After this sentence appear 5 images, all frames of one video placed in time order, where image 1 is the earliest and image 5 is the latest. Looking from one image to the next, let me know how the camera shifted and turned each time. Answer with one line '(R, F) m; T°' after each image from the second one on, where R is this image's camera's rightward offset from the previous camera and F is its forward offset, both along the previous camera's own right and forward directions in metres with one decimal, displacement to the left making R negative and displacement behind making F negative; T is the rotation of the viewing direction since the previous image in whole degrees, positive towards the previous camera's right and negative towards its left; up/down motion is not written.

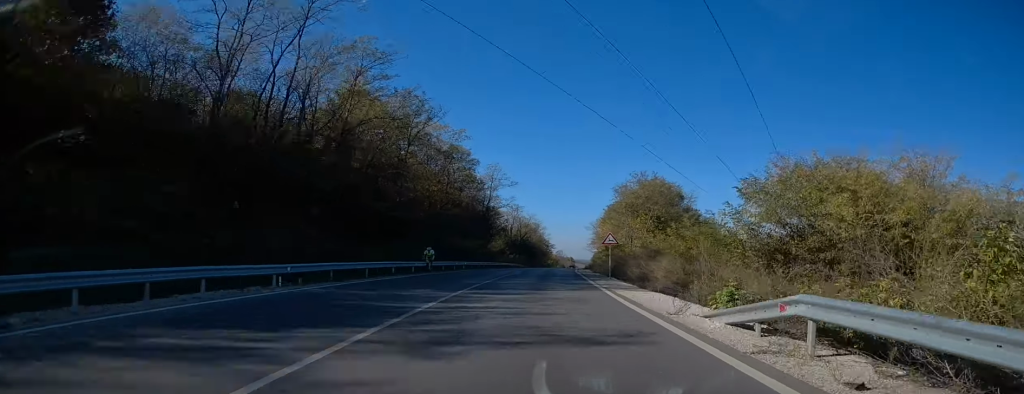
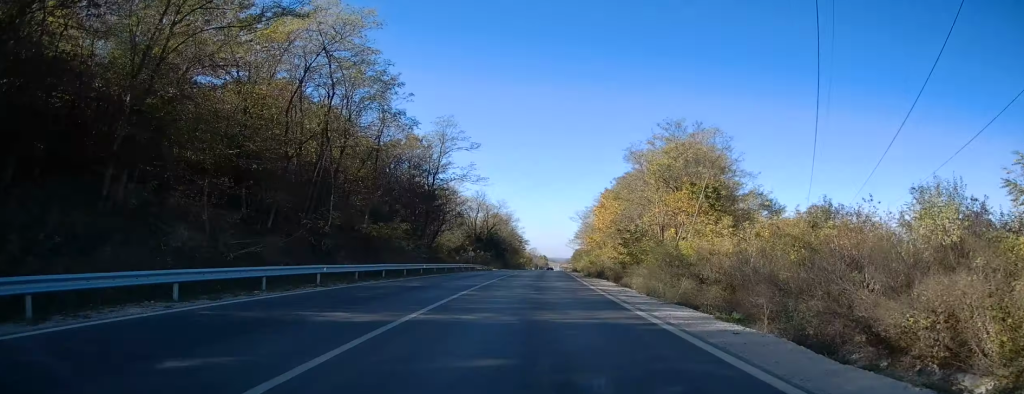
(+1.0, +28.2) m; +3°
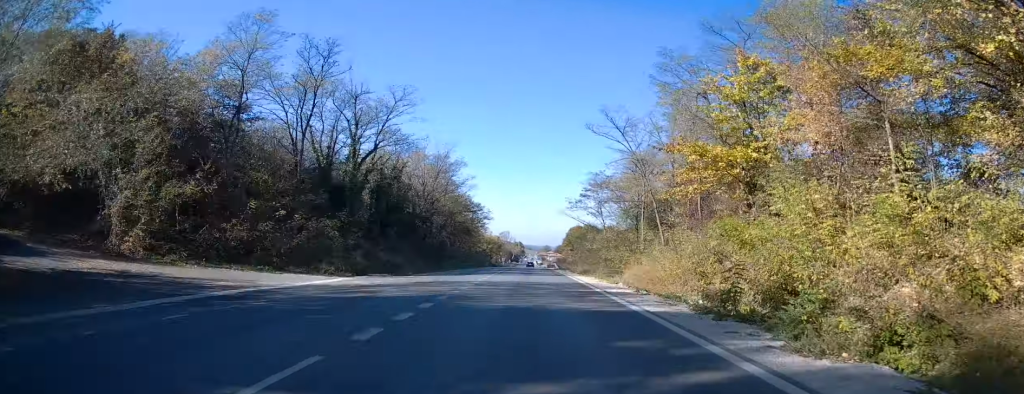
(+2.5, +70.9) m; +4°
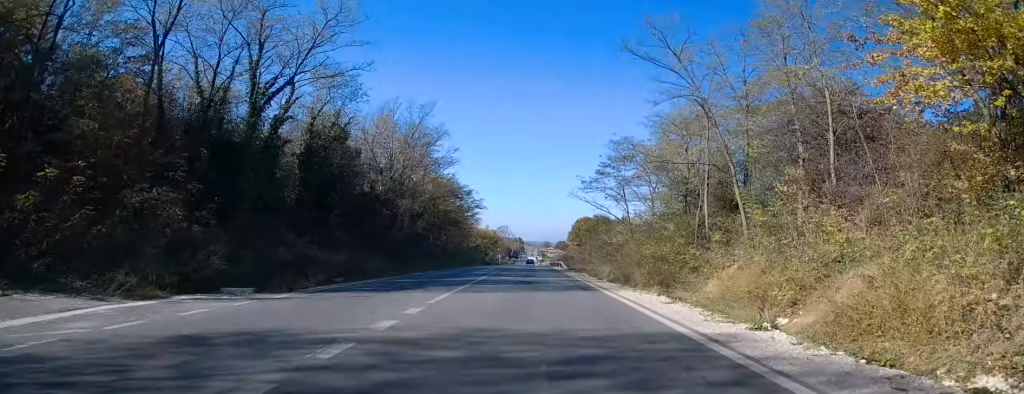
(+0.1, +15.5) m; 0°
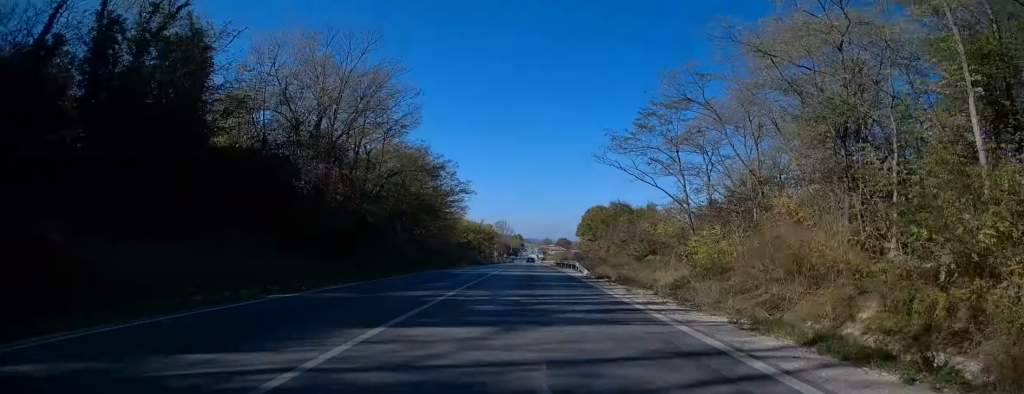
(0.0, +17.9) m; 0°
